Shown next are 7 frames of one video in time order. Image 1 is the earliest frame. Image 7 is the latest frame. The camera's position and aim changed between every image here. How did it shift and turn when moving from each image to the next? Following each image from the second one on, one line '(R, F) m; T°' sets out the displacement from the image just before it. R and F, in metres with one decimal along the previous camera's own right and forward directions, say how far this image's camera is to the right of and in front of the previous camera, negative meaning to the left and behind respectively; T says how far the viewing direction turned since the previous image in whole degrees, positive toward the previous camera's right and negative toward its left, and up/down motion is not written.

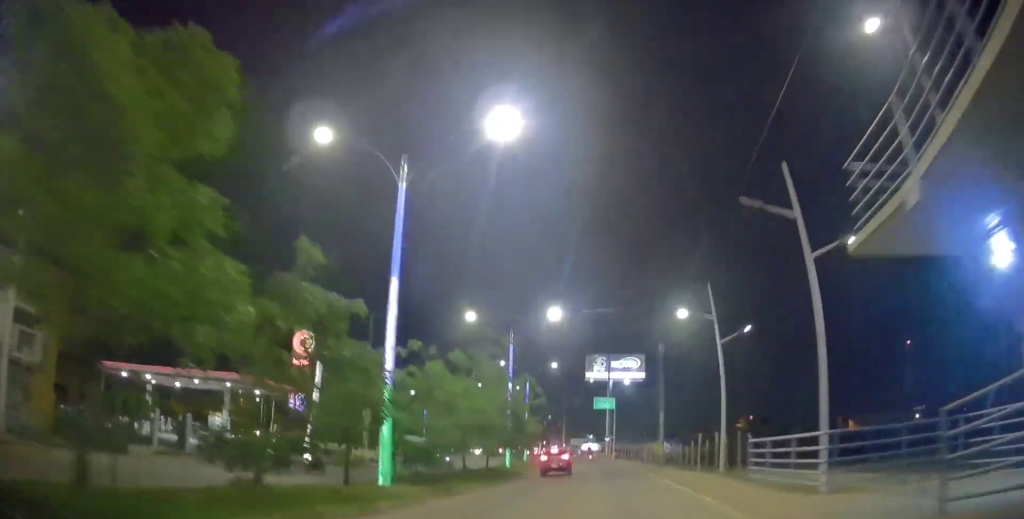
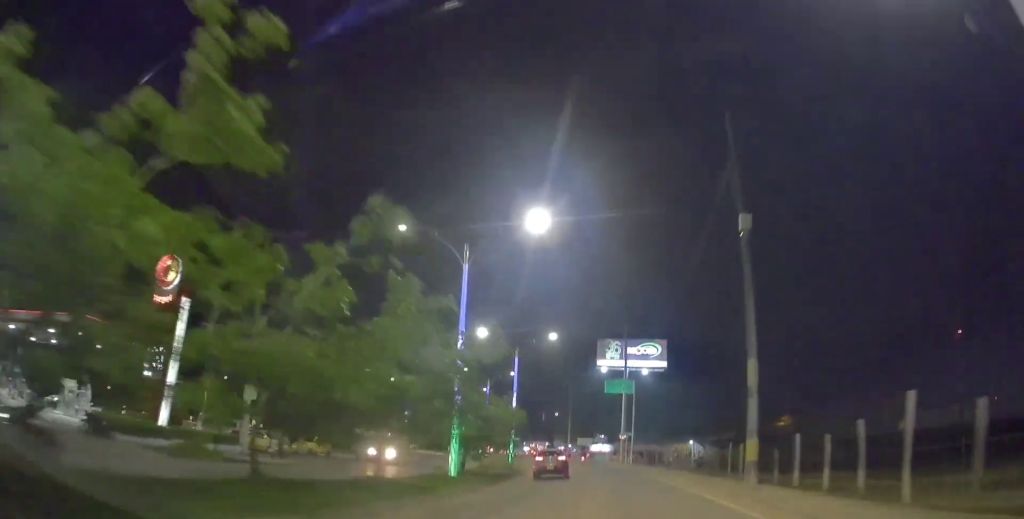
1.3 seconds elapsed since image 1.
(+0.4, +18.6) m; -2°
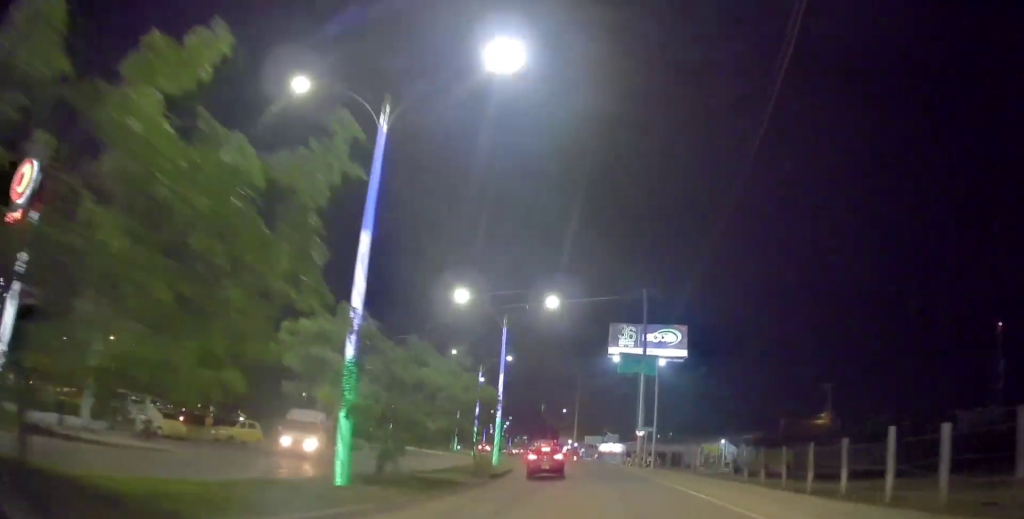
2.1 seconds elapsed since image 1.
(-0.9, +12.2) m; -3°
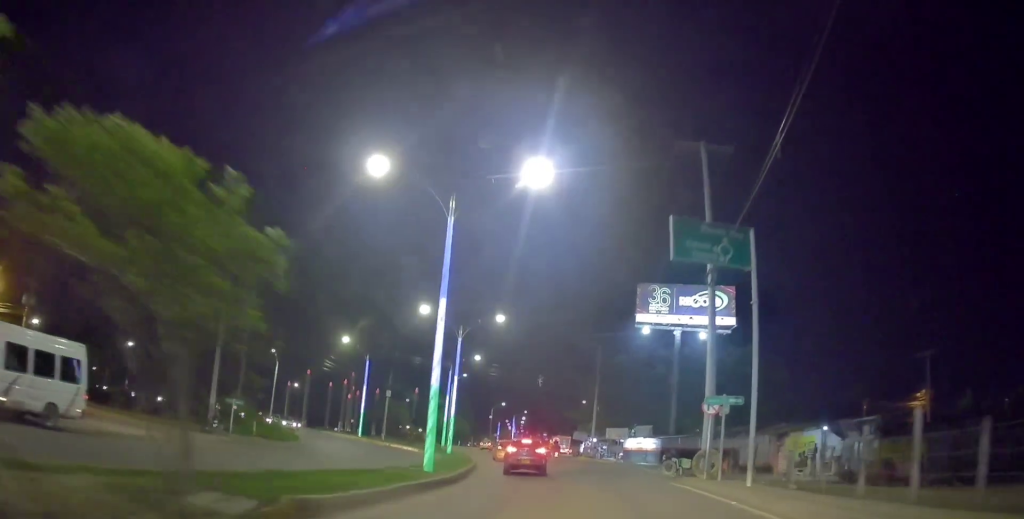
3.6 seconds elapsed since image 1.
(-0.1, +19.5) m; -3°
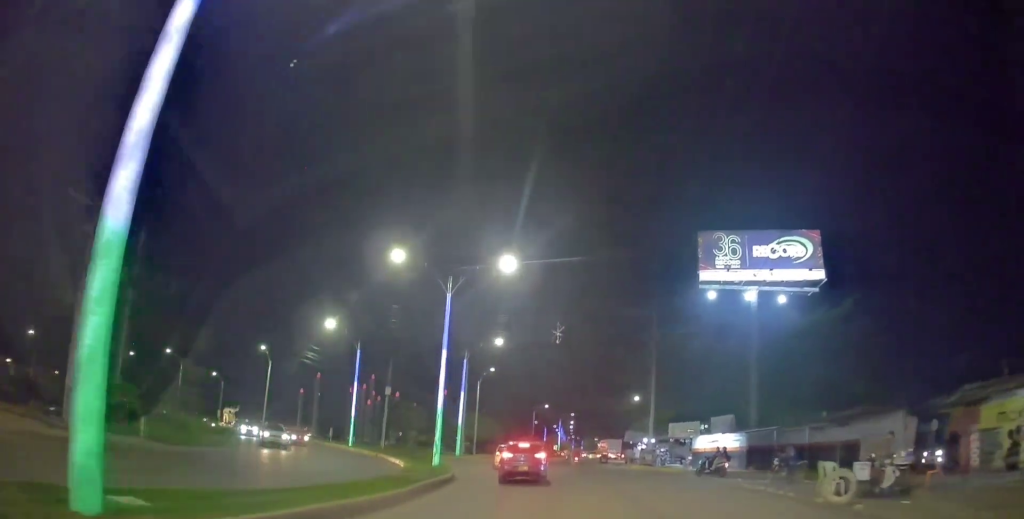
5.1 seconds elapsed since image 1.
(-0.8, +17.0) m; -2°
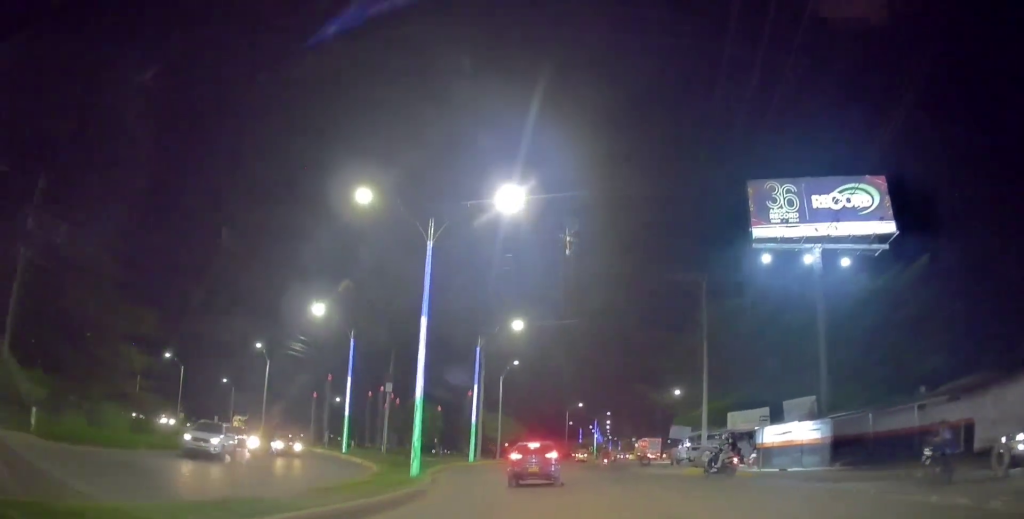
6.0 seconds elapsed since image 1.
(+0.3, +9.5) m; -4°
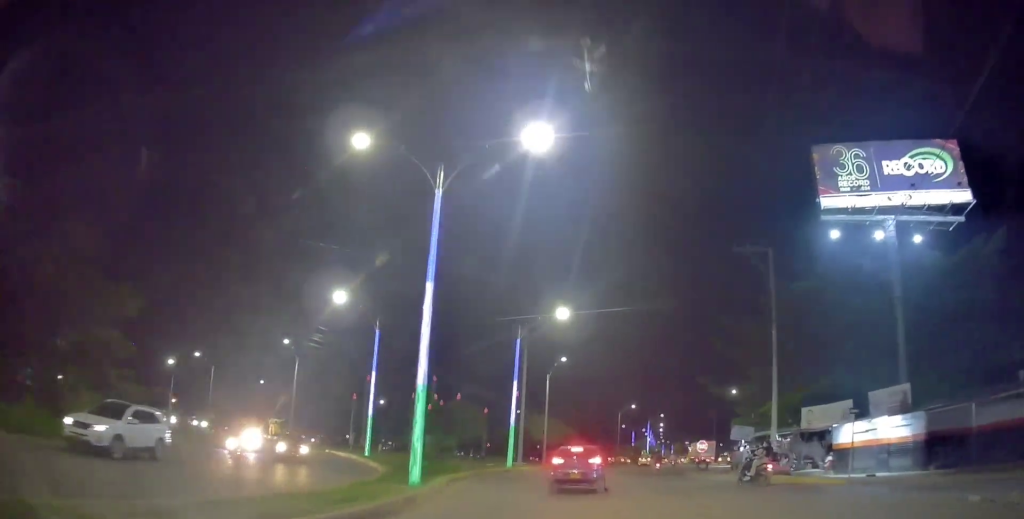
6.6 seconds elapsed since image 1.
(-0.3, +5.5) m; -4°
